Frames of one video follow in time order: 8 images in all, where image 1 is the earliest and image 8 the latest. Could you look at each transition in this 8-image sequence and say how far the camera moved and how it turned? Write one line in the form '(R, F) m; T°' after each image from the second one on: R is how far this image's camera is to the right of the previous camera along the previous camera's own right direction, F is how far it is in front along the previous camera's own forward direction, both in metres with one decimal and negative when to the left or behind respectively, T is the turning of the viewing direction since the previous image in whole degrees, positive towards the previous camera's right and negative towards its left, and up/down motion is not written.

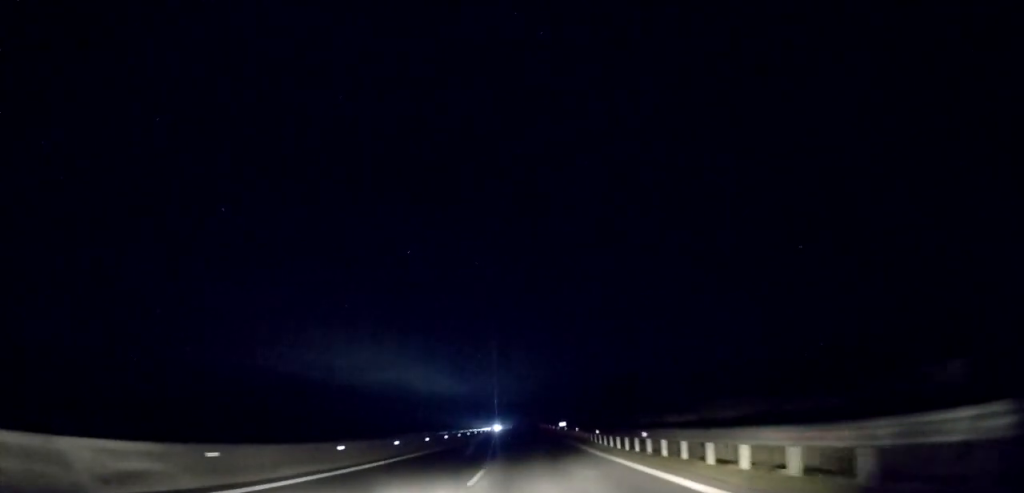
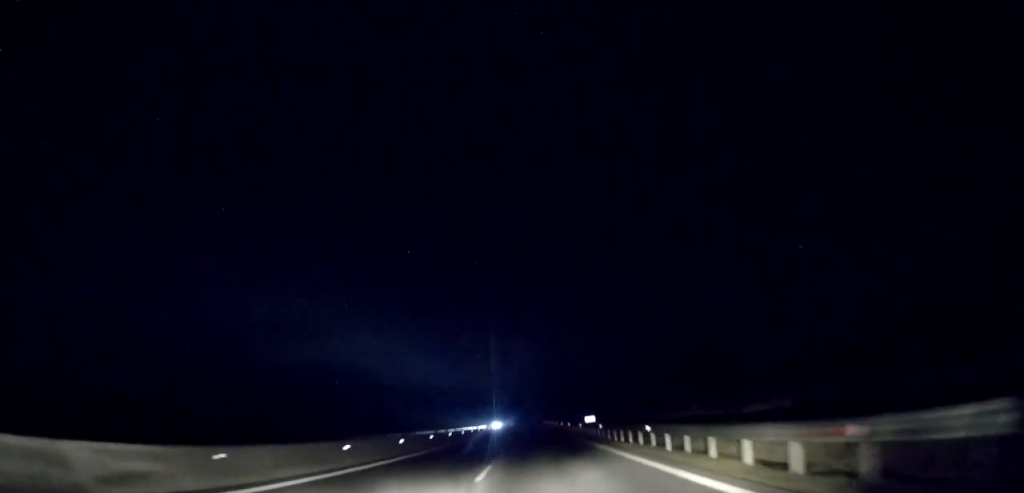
(-0.3, +23.9) m; 0°
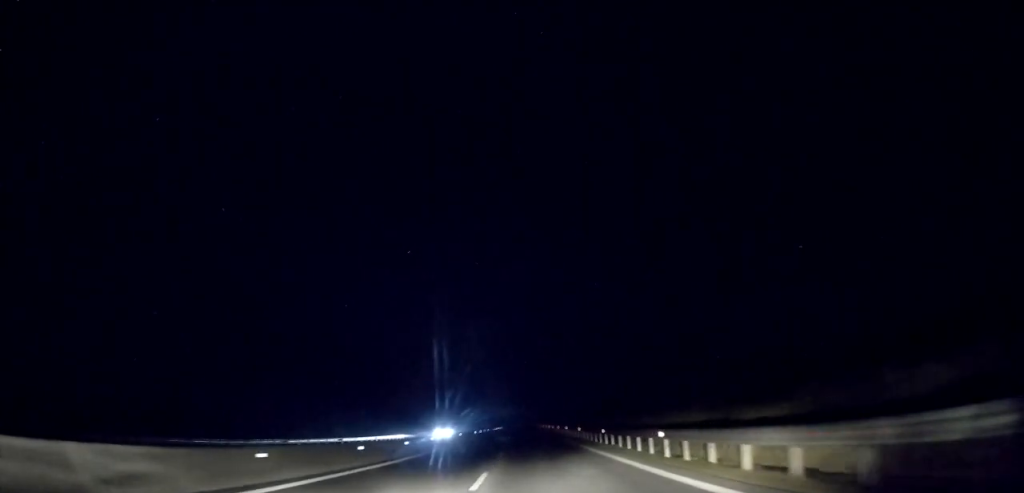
(+0.7, +62.0) m; +1°
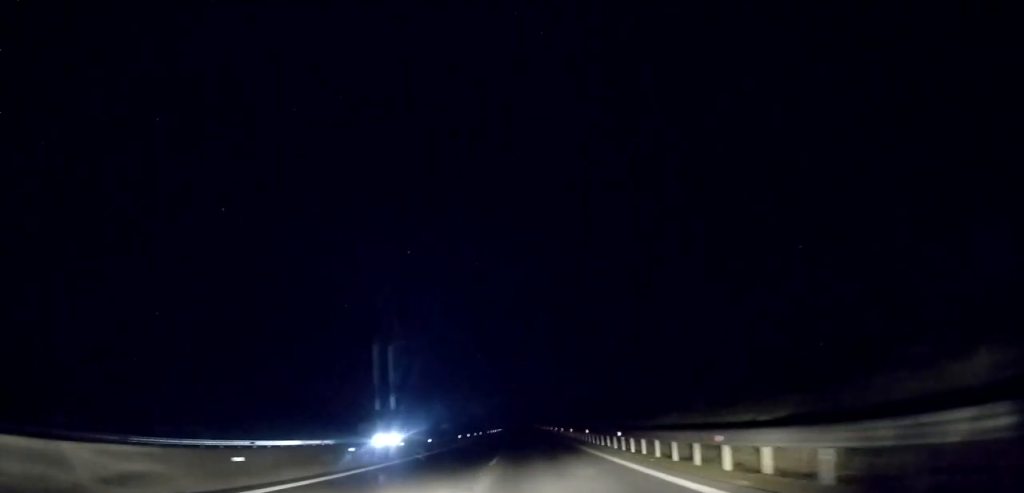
(0.0, +17.4) m; 0°
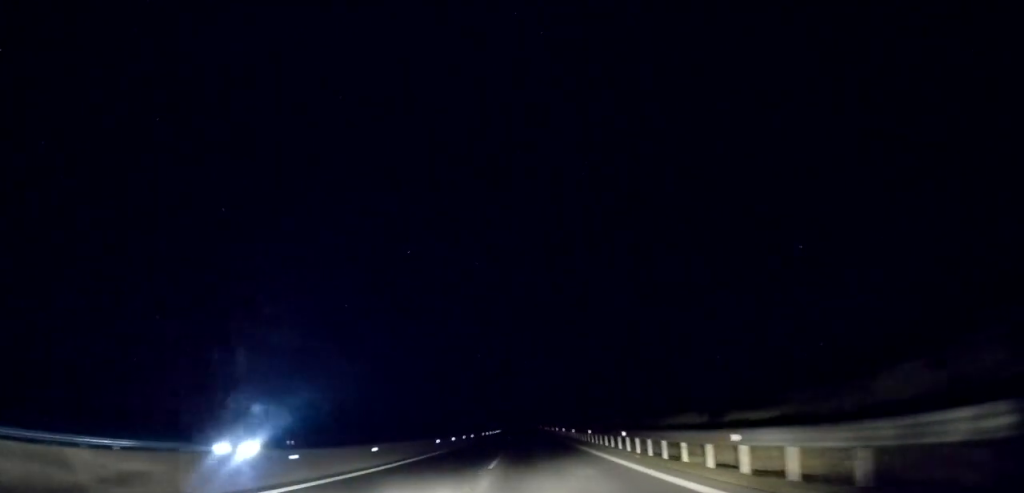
(0.0, +13.0) m; 0°
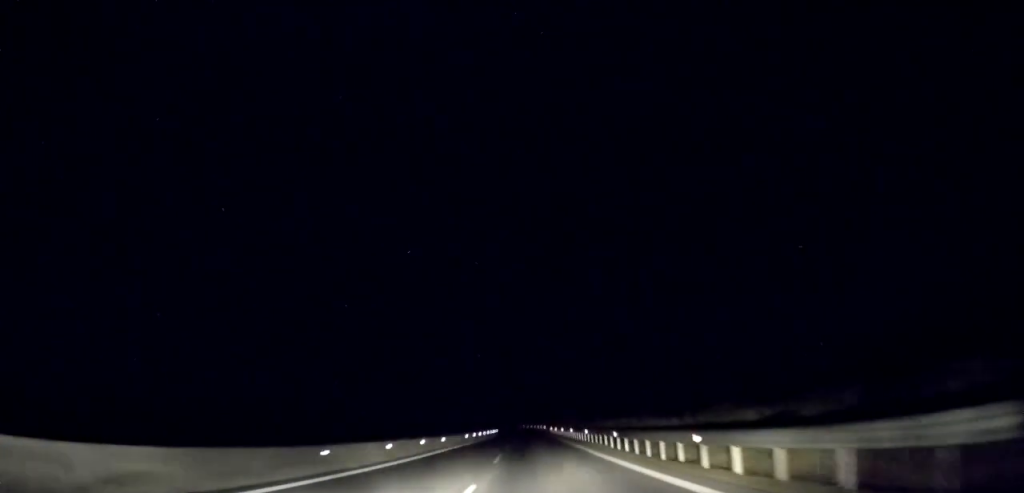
(+0.1, +21.6) m; 0°
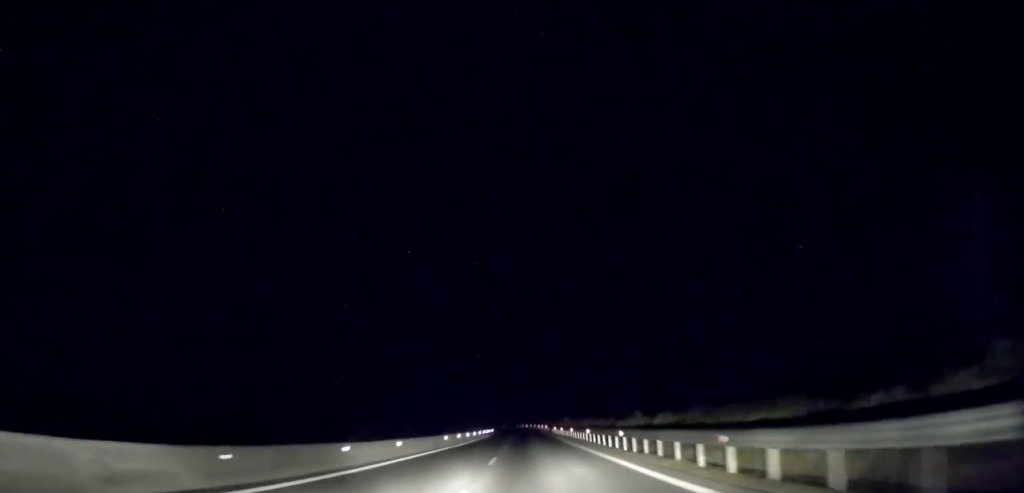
(+0.1, +13.7) m; 0°
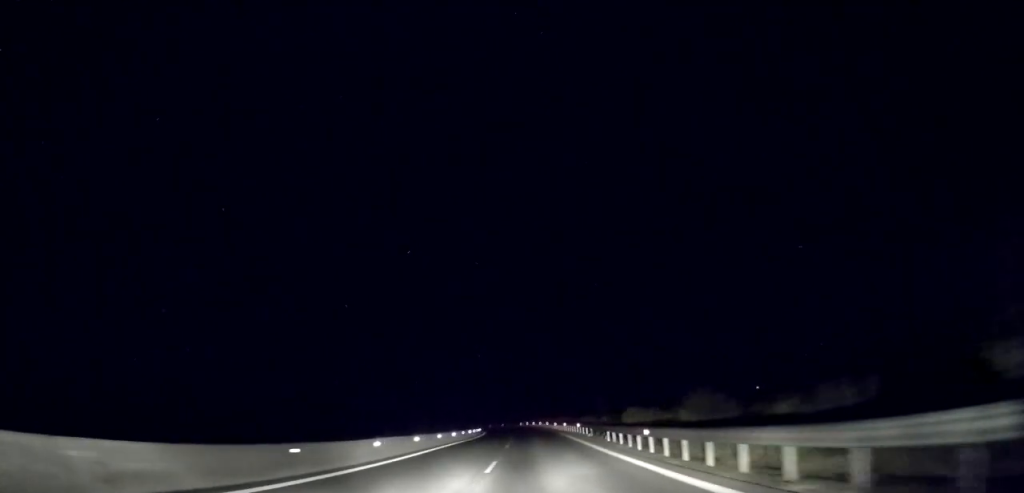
(-0.7, +52.0) m; -1°
